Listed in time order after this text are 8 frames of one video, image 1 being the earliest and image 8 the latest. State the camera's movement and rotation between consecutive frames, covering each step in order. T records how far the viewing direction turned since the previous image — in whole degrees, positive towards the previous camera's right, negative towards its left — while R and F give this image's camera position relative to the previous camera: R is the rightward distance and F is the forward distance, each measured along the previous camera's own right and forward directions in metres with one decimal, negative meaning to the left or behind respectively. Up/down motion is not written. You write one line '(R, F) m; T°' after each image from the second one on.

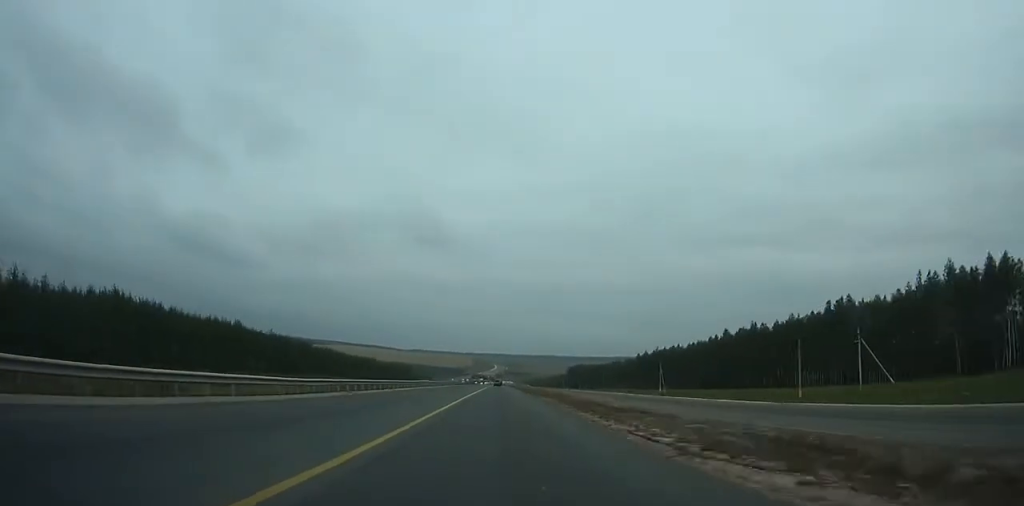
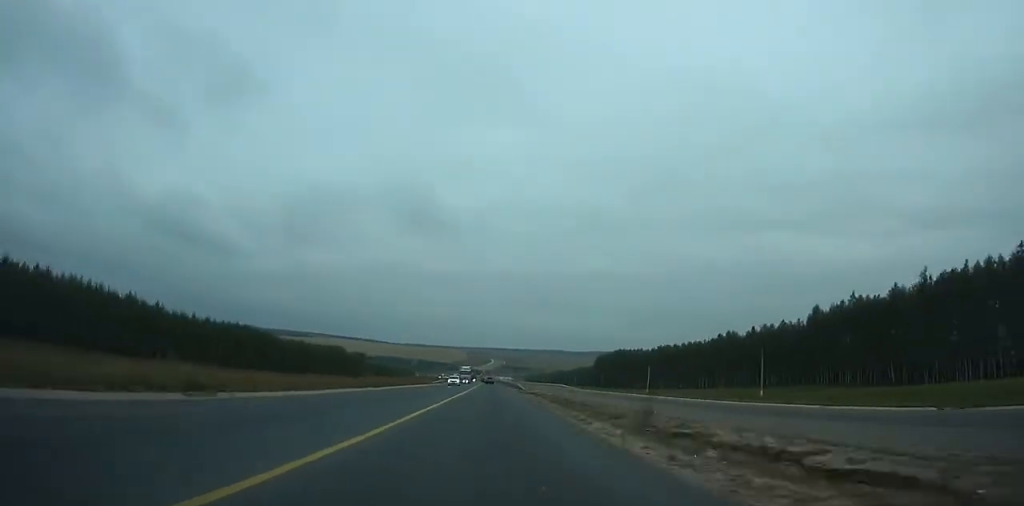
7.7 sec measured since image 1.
(+0.6, +192.0) m; 0°
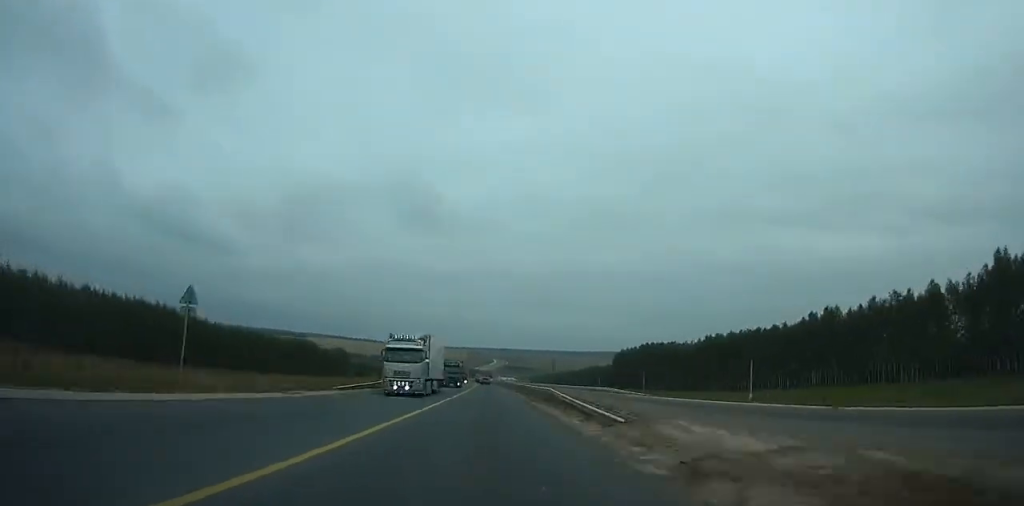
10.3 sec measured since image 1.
(-0.1, +61.7) m; 0°
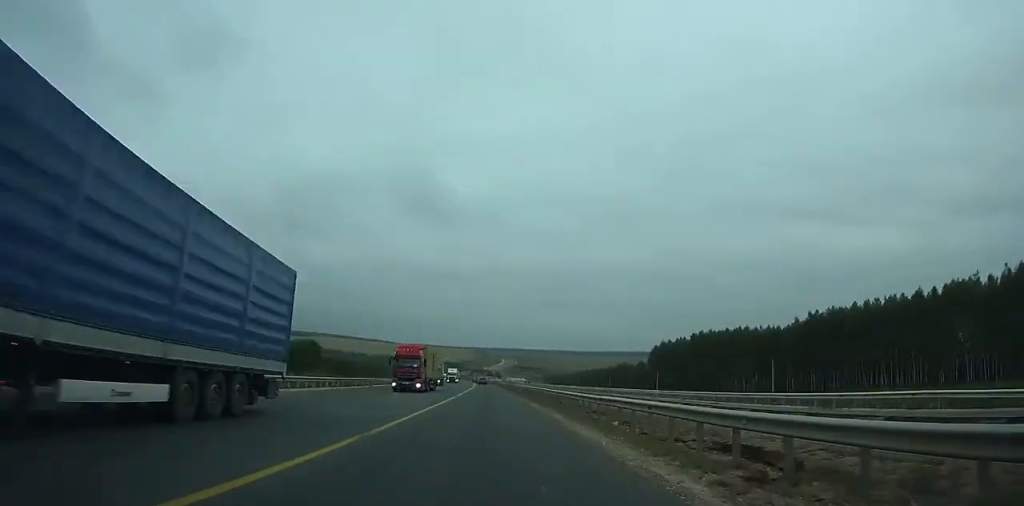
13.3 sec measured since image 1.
(-0.1, +69.6) m; -1°
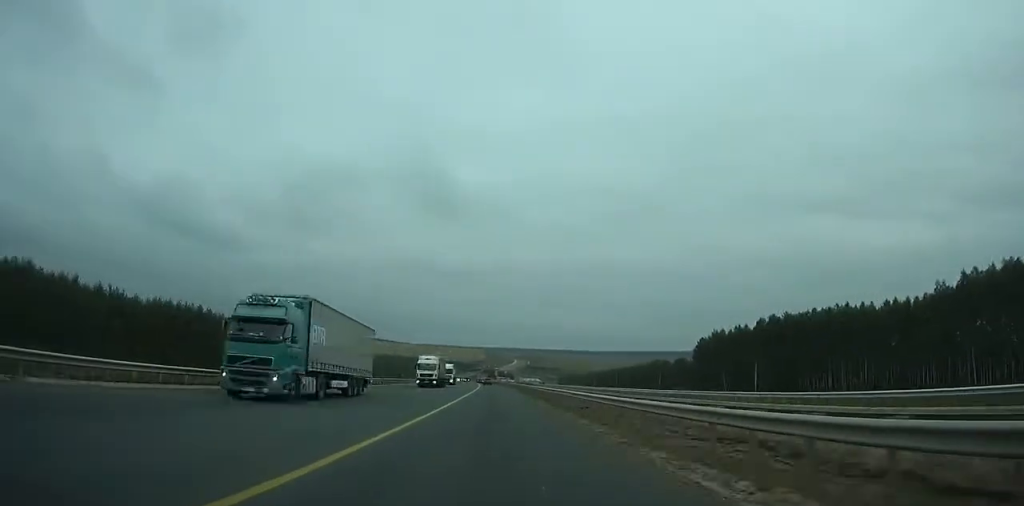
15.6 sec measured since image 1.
(-0.4, +53.1) m; -1°
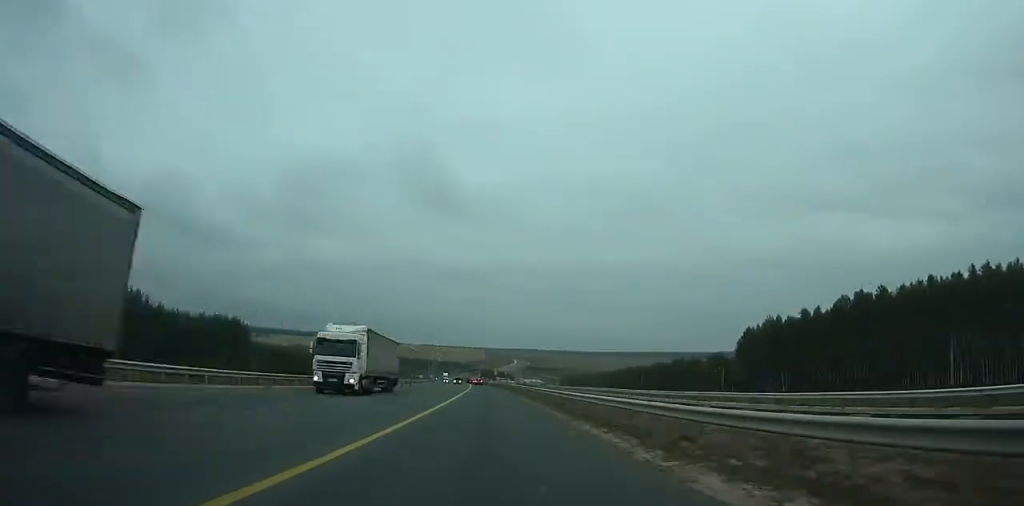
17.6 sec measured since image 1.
(-0.3, +46.6) m; -1°
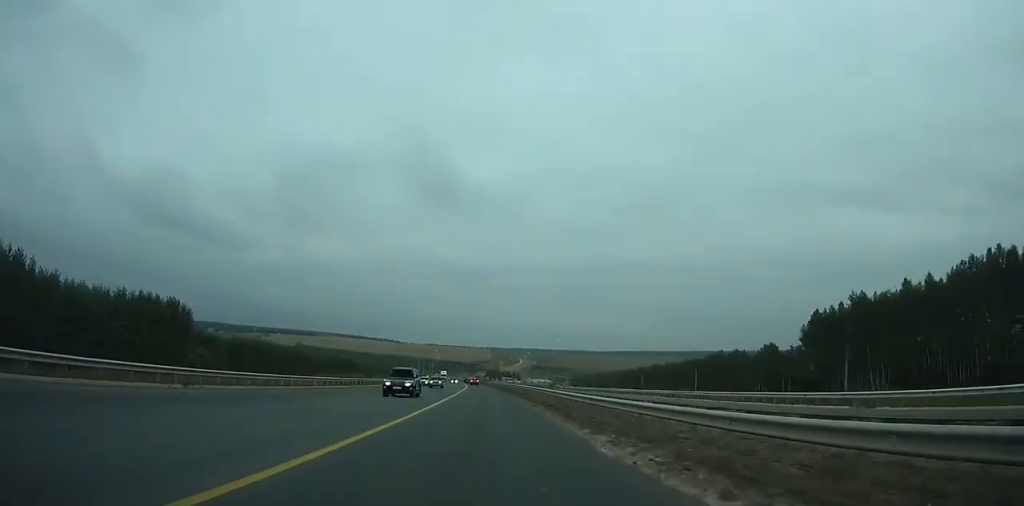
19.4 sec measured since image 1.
(-0.1, +42.1) m; -1°
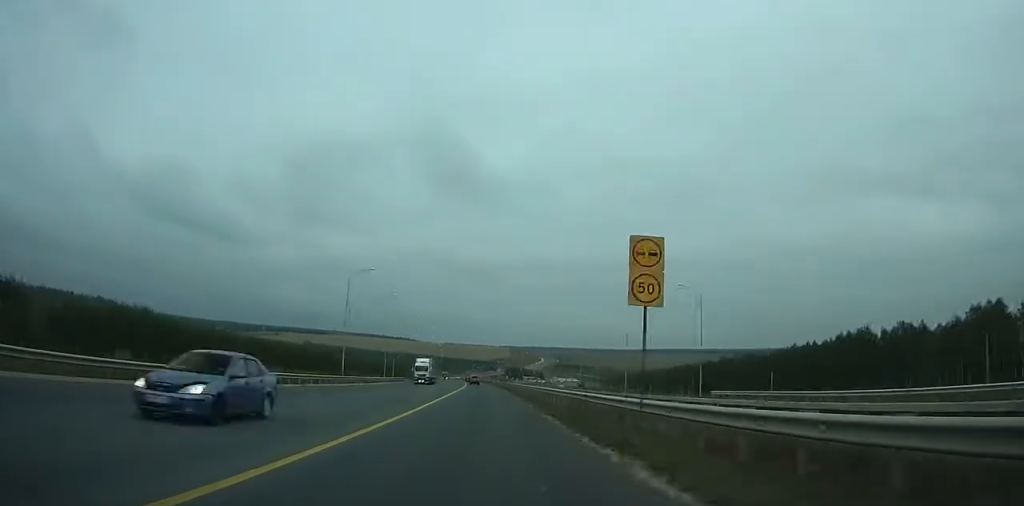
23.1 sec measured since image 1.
(-1.1, +87.7) m; -2°
